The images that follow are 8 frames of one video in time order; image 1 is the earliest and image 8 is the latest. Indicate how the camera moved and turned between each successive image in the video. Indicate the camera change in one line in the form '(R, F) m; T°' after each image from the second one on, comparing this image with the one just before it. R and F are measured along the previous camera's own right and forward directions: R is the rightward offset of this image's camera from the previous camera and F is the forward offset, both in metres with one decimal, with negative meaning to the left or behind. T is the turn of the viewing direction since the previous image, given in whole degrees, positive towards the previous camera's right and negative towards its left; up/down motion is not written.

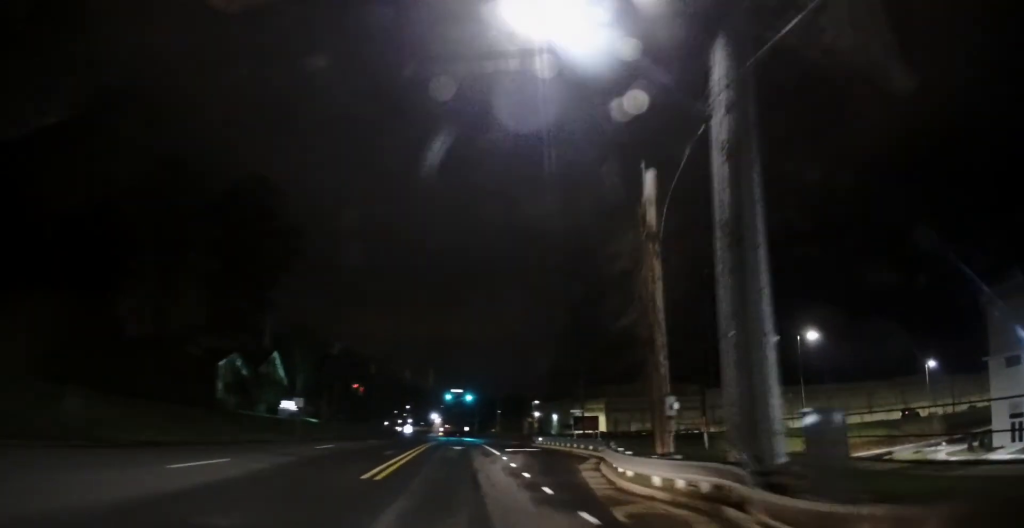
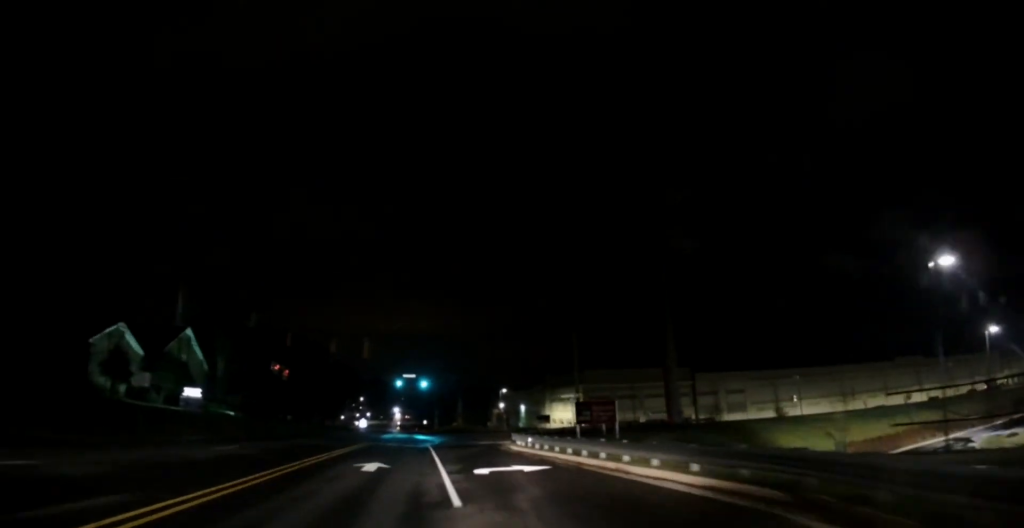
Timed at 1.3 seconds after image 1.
(+0.1, +15.6) m; +3°
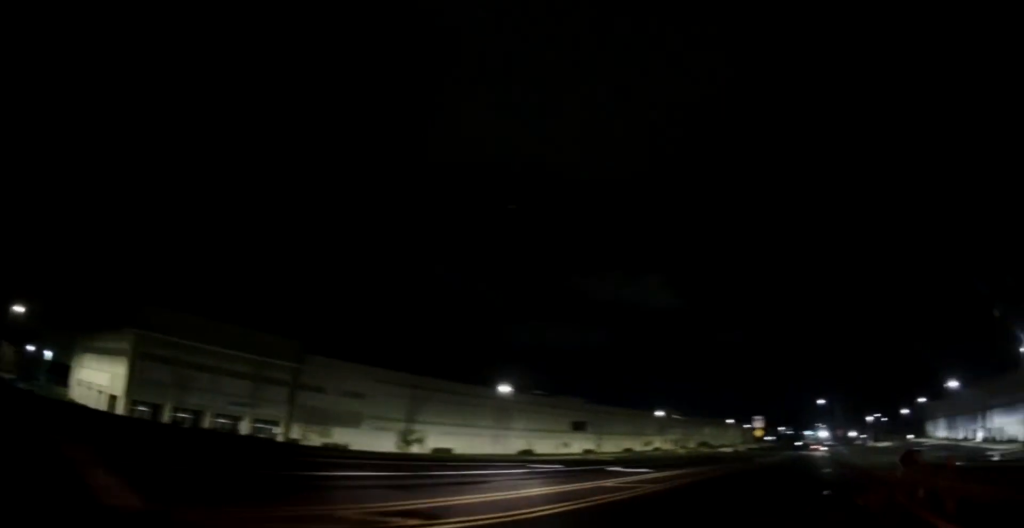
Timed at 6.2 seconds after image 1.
(+17.4, +37.0) m; +68°
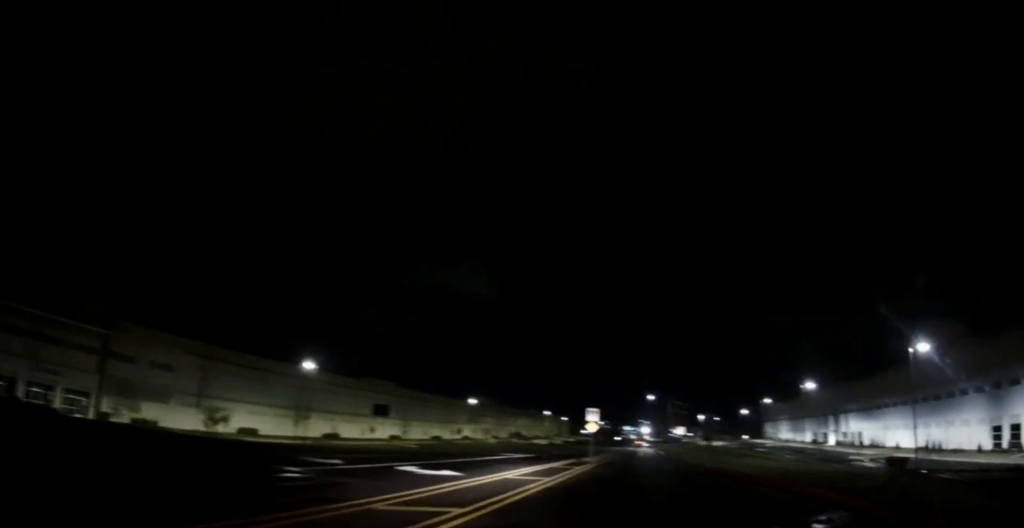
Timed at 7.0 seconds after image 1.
(+1.4, +6.9) m; +6°
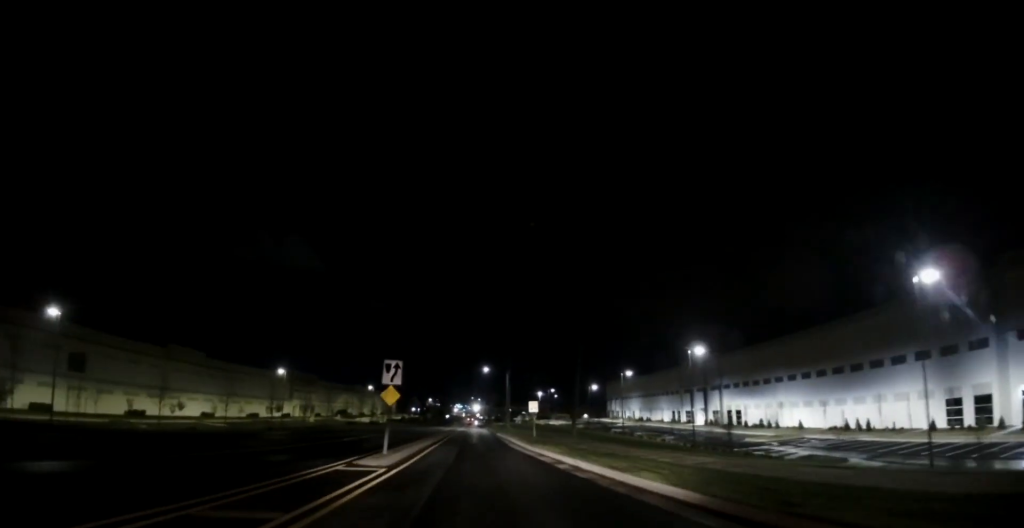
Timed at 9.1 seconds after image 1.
(+2.0, +20.3) m; +6°
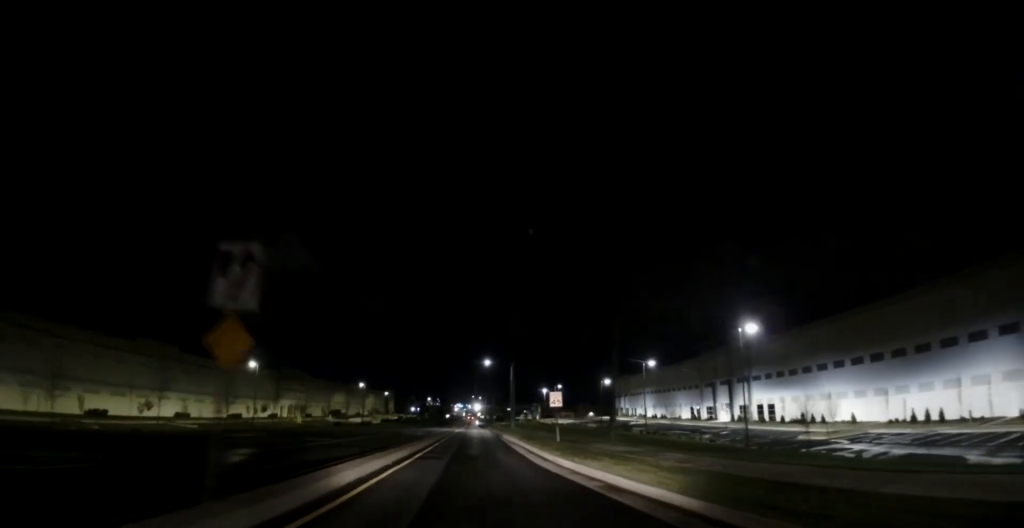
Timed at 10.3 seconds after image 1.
(0.0, +13.7) m; 0°
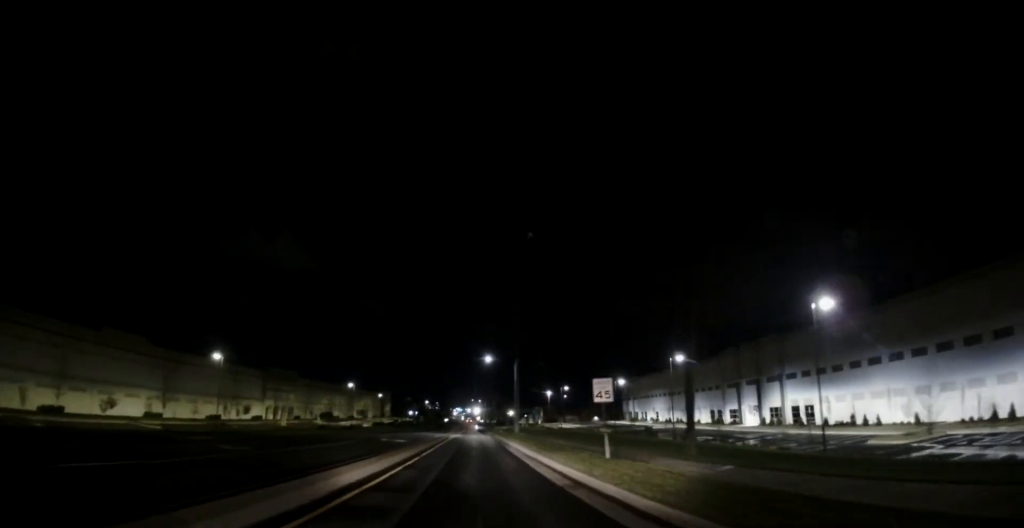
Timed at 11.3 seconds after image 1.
(0.0, +12.6) m; 0°
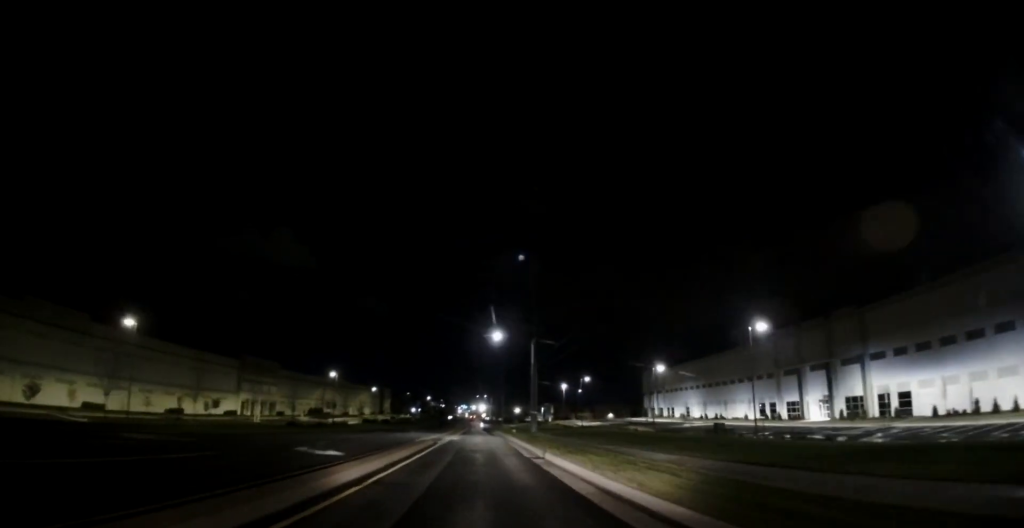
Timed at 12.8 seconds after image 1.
(-0.2, +21.2) m; 0°
